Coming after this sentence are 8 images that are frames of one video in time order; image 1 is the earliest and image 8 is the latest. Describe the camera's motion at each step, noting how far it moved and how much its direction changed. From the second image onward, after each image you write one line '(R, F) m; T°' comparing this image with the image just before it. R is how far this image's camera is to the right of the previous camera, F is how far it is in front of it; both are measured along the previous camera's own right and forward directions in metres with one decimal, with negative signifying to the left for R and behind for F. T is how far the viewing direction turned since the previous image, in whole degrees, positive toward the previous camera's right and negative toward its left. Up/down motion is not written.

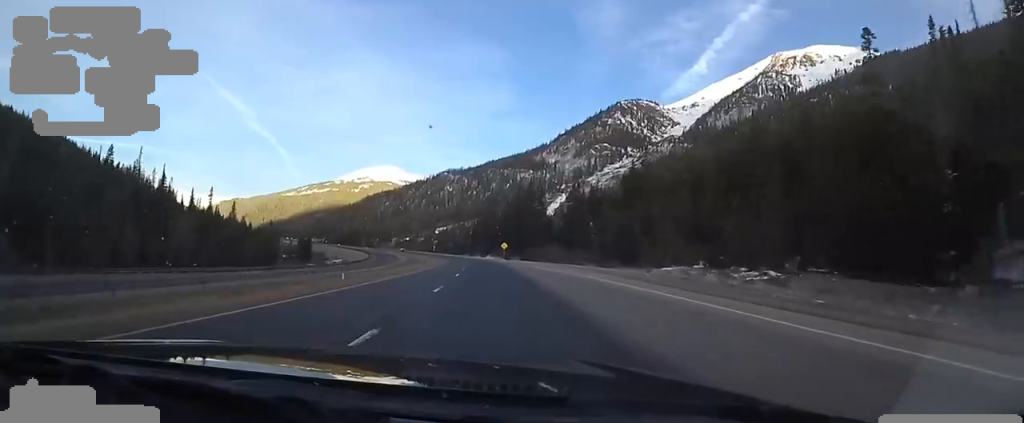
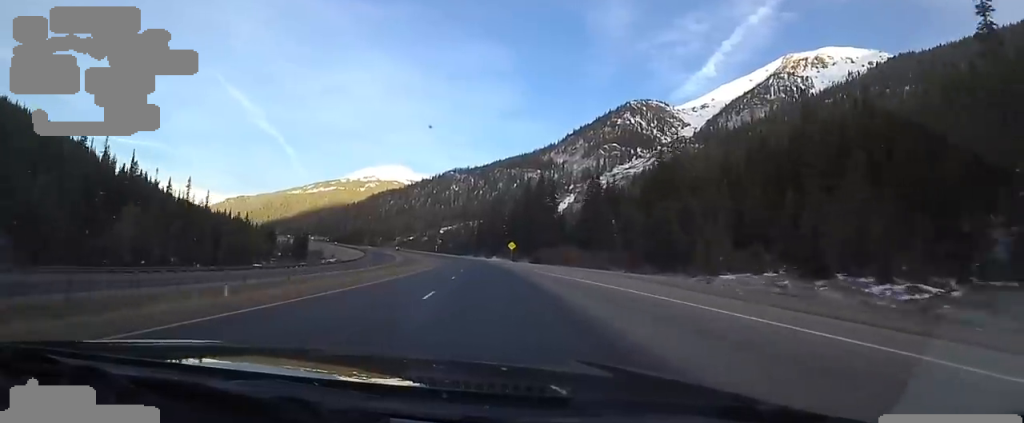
(+0.3, +14.4) m; 0°
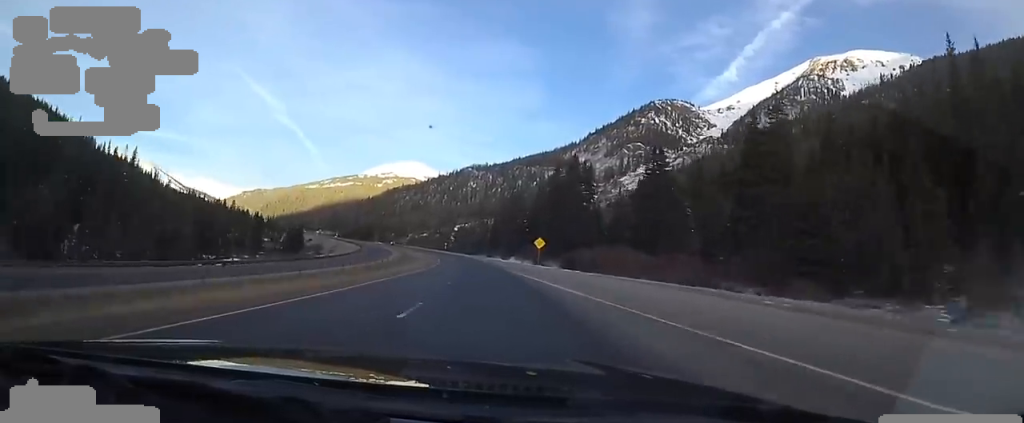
(-1.2, +29.0) m; -3°
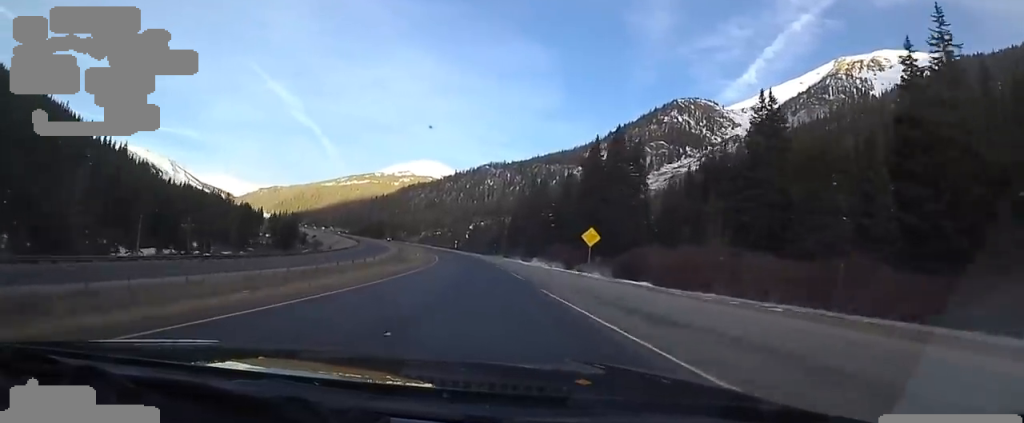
(+0.1, +26.0) m; -2°
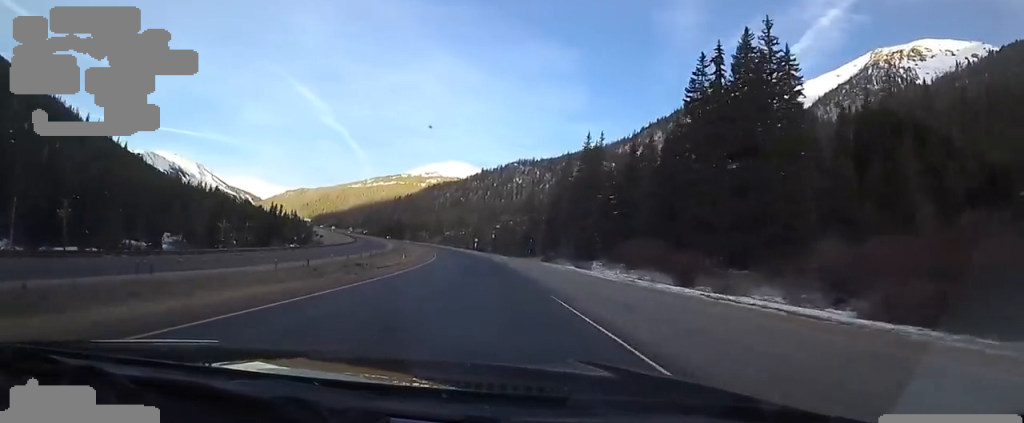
(-1.9, +39.8) m; -4°
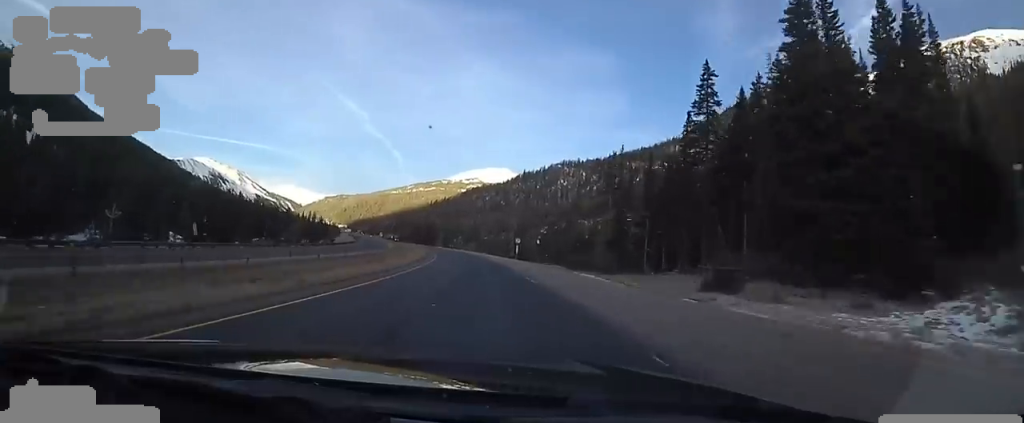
(-2.2, +54.8) m; -5°
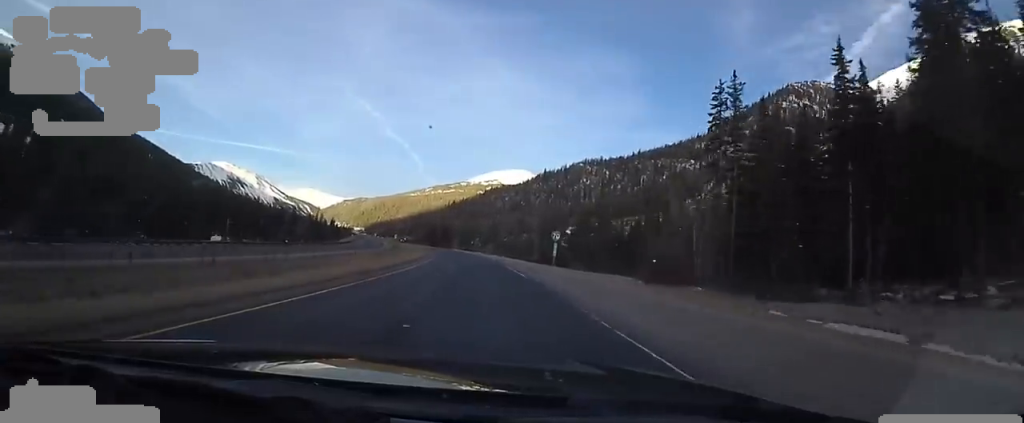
(-0.1, +28.5) m; -1°
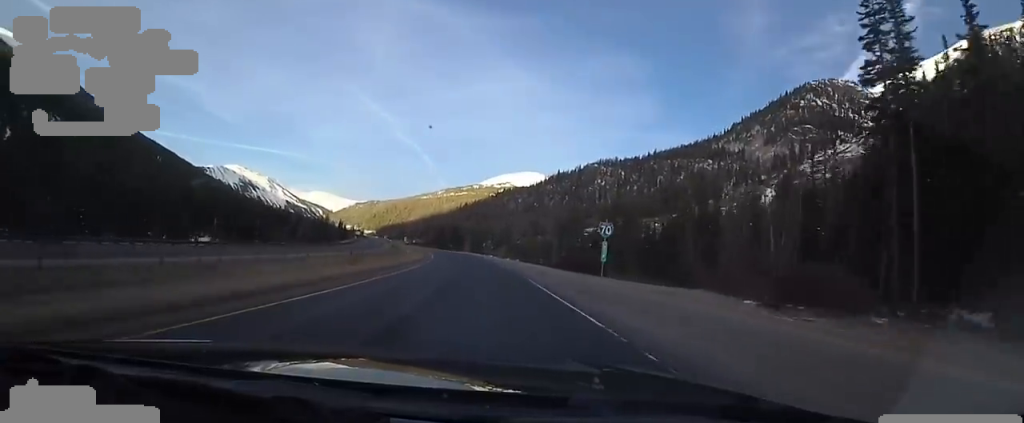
(-0.1, +16.8) m; -2°
